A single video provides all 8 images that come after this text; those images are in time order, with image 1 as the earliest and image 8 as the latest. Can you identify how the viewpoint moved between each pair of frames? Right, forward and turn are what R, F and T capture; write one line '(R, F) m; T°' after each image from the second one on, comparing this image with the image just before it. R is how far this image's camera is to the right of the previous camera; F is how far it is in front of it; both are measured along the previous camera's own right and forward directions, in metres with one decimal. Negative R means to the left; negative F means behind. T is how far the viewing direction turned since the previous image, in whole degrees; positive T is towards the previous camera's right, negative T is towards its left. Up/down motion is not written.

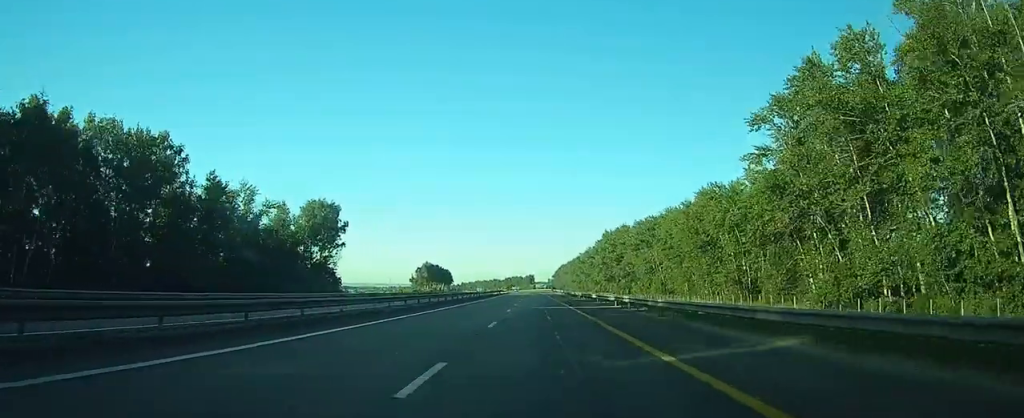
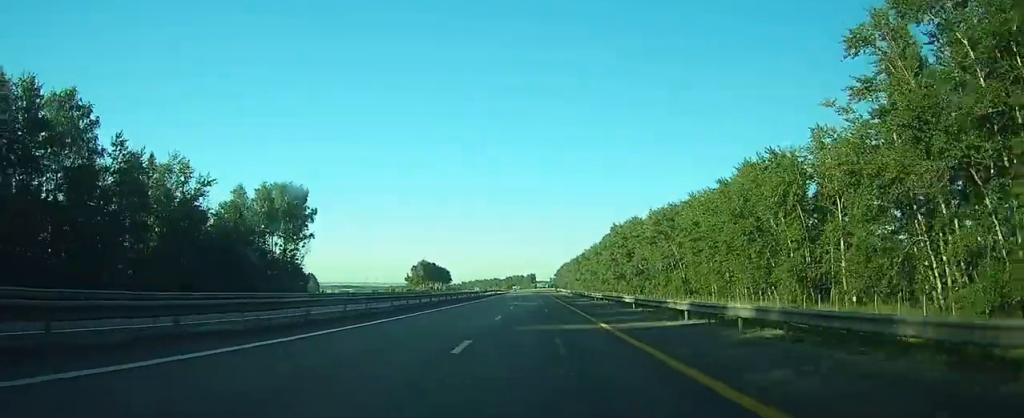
(-0.1, +19.1) m; 0°
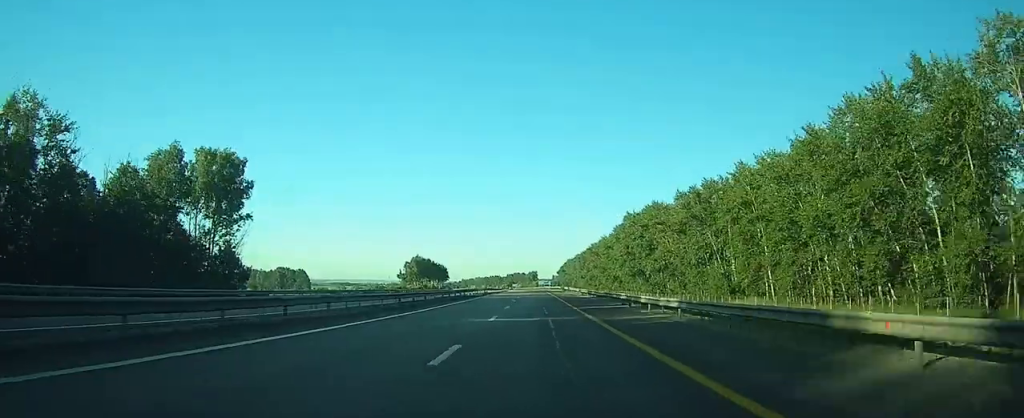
(-0.1, +25.6) m; 0°
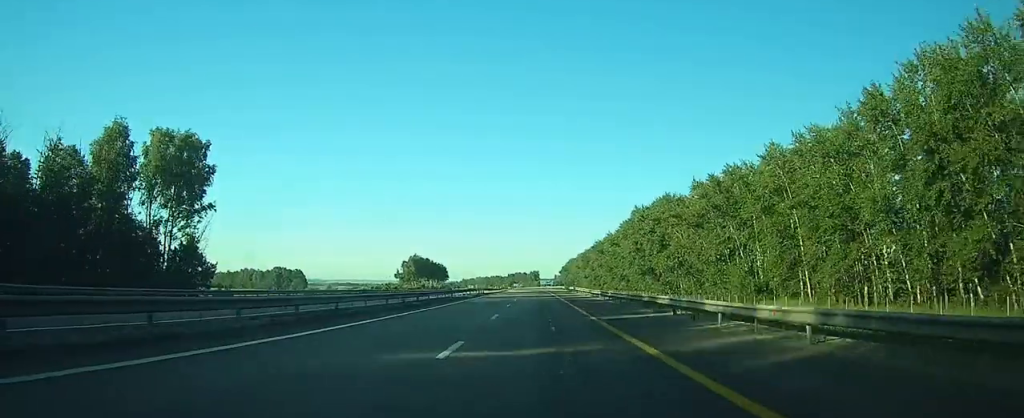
(0.0, +11.0) m; 0°
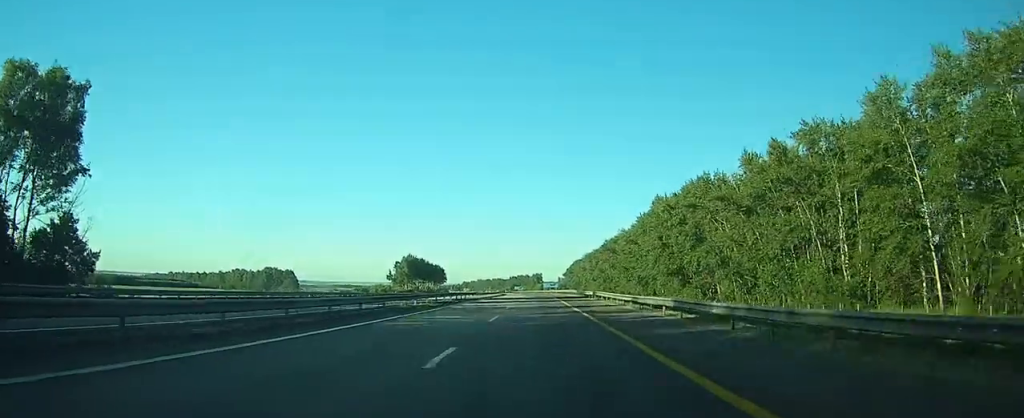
(0.0, +24.9) m; 0°
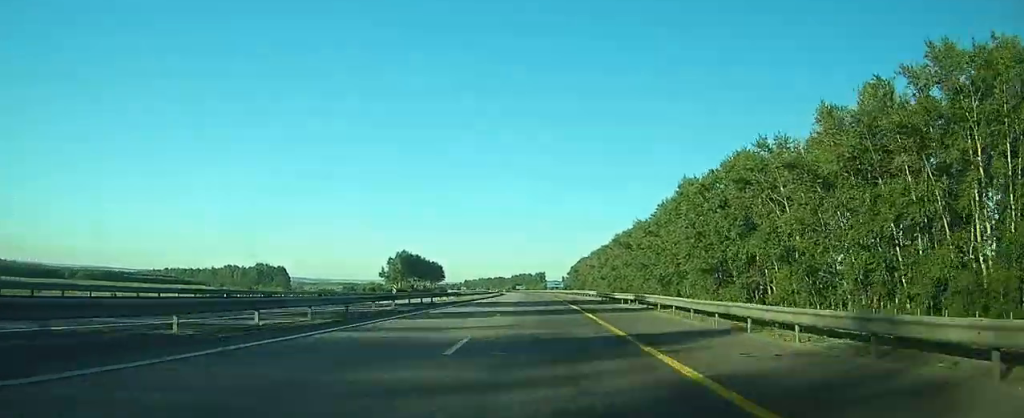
(0.0, +22.2) m; 0°
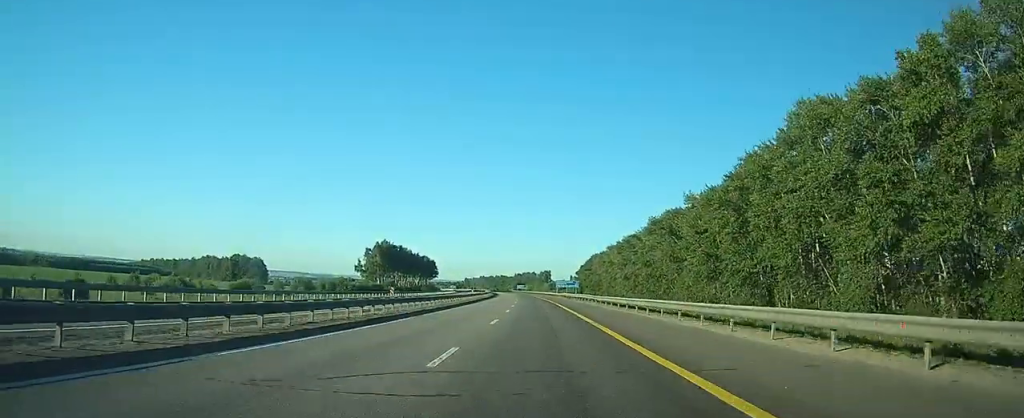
(+0.1, +48.9) m; 0°
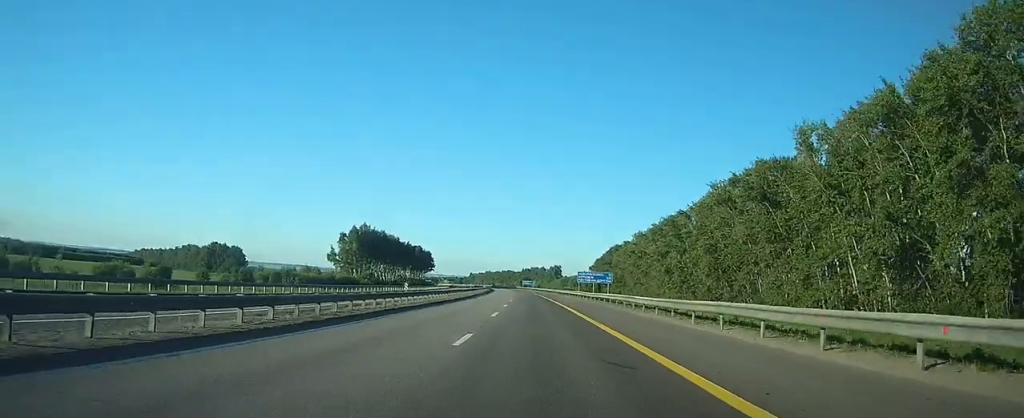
(-0.2, +44.9) m; -1°
